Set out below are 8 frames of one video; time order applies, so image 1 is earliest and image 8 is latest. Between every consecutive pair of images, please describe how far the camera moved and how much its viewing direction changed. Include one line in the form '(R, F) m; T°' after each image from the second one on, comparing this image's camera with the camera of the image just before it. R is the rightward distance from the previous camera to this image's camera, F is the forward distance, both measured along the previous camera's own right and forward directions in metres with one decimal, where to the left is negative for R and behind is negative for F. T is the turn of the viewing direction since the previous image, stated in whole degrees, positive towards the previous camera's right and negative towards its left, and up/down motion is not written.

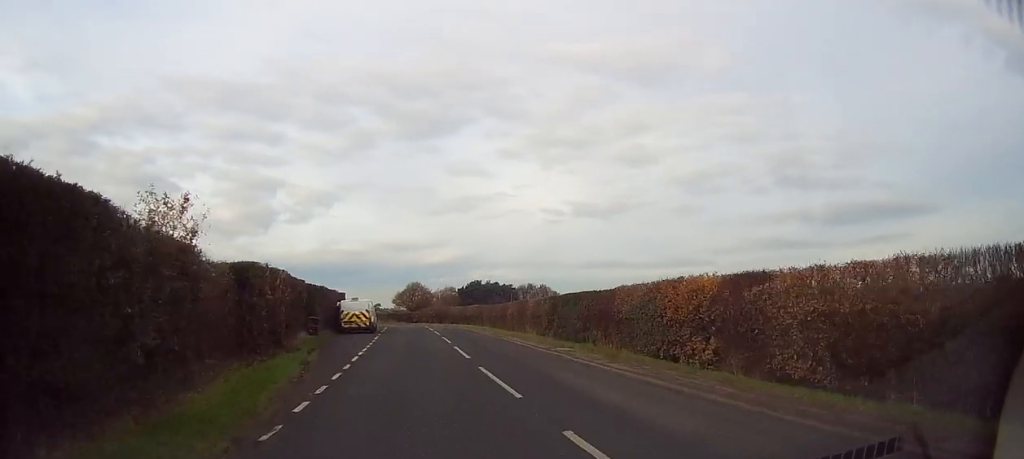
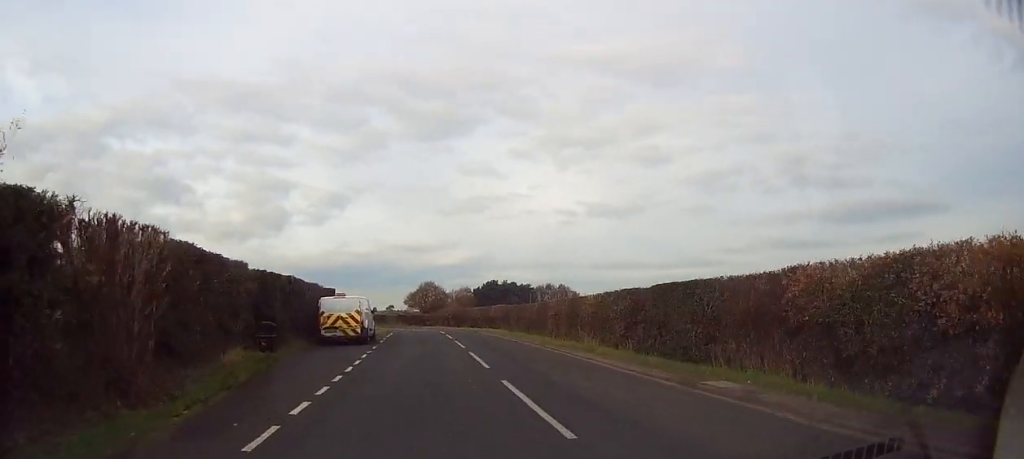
(-0.5, +11.6) m; -2°
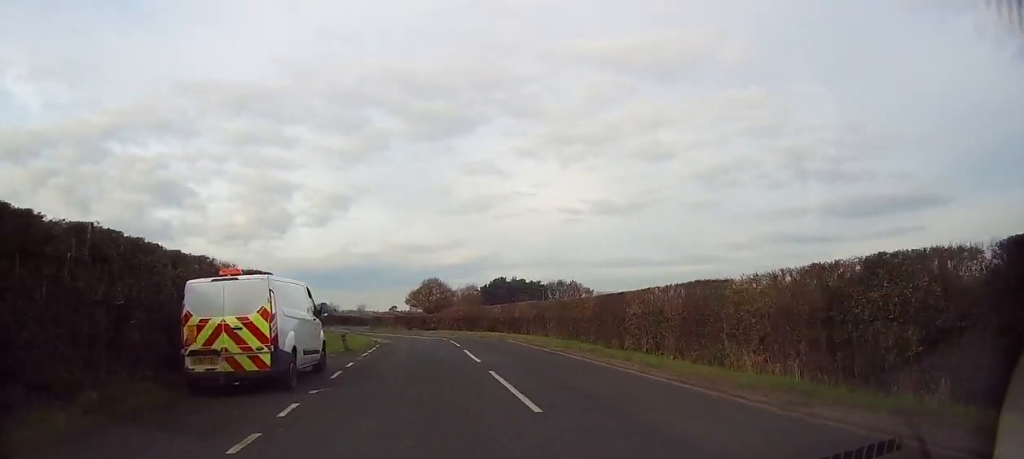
(-0.1, +15.5) m; -1°
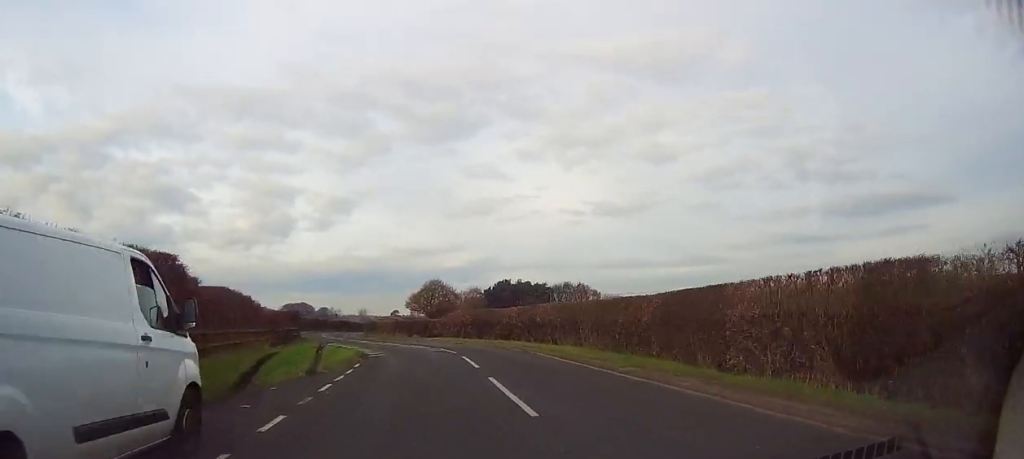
(-0.2, +8.6) m; 0°
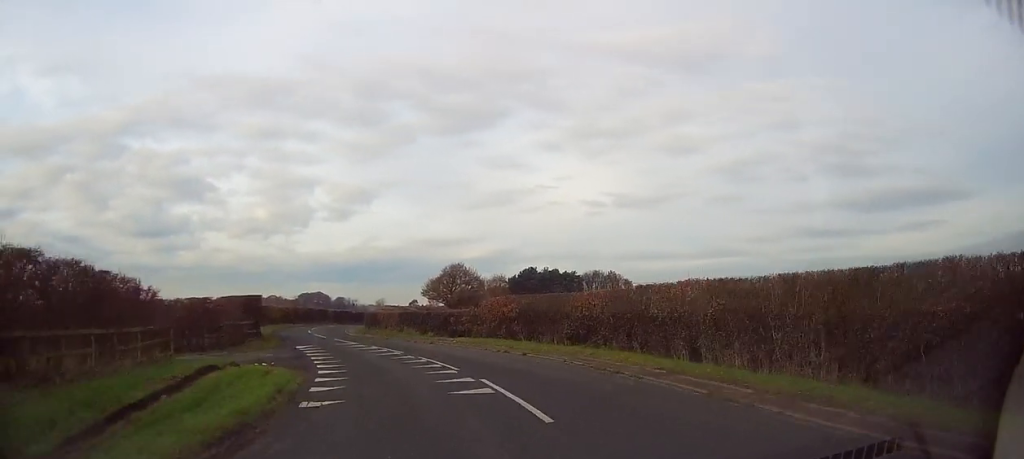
(+0.2, +18.0) m; -1°
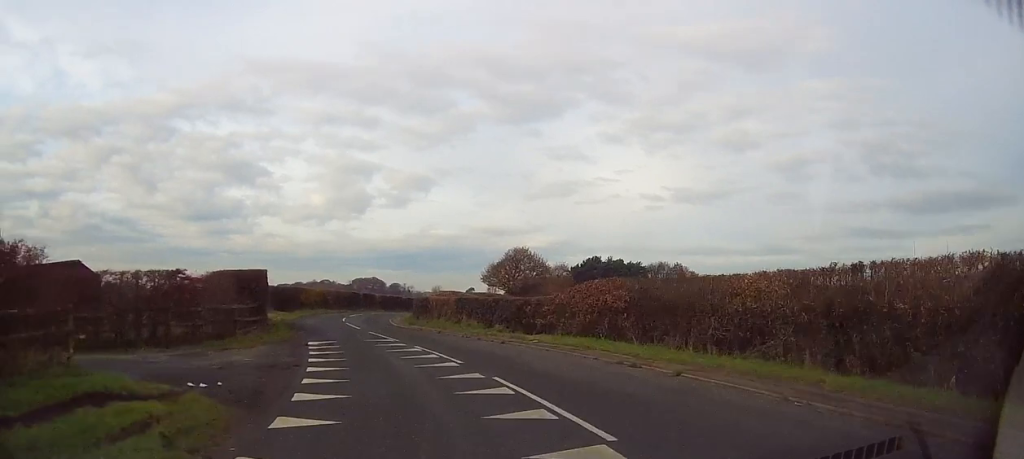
(-0.5, +10.0) m; -6°
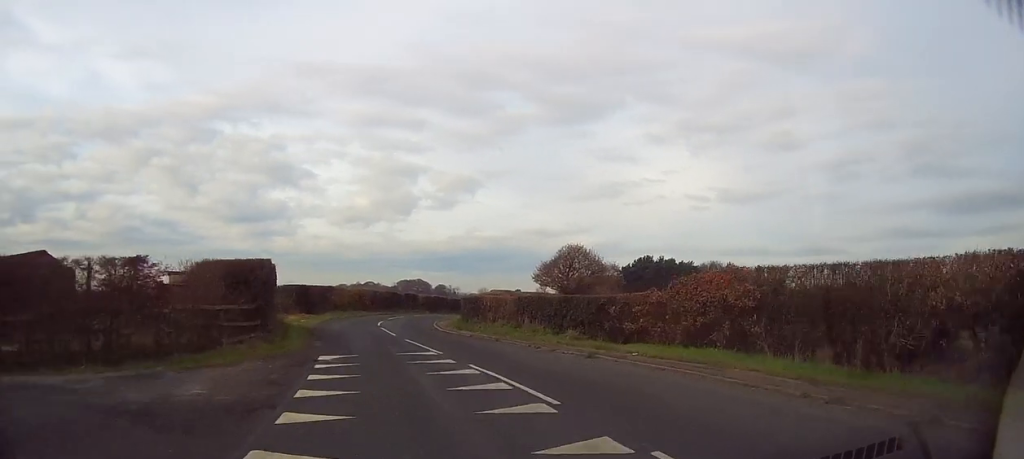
(-0.2, +6.4) m; -3°
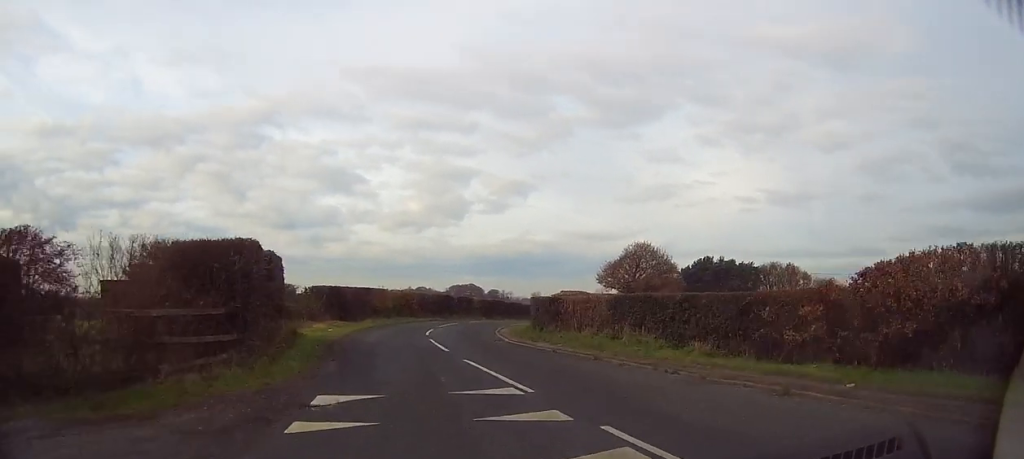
(-0.4, +7.1) m; -4°
